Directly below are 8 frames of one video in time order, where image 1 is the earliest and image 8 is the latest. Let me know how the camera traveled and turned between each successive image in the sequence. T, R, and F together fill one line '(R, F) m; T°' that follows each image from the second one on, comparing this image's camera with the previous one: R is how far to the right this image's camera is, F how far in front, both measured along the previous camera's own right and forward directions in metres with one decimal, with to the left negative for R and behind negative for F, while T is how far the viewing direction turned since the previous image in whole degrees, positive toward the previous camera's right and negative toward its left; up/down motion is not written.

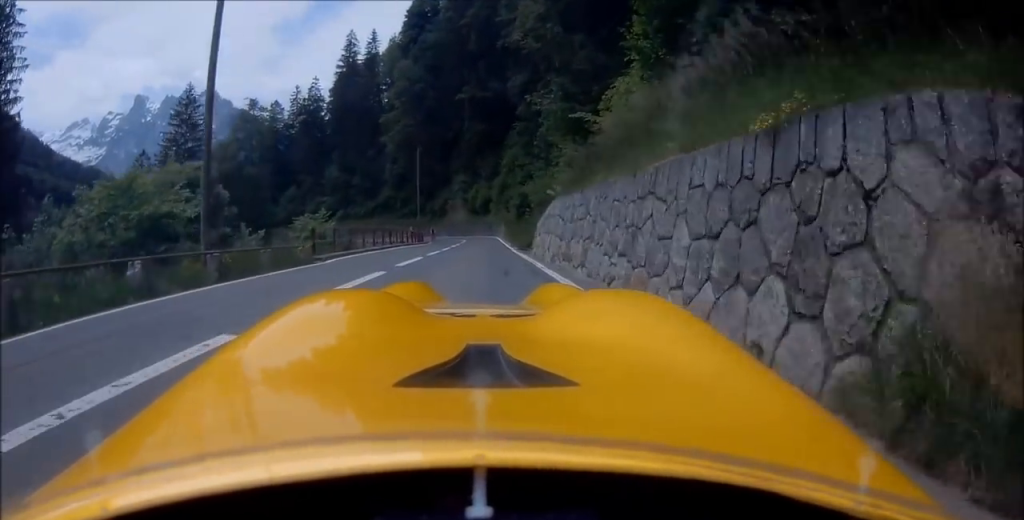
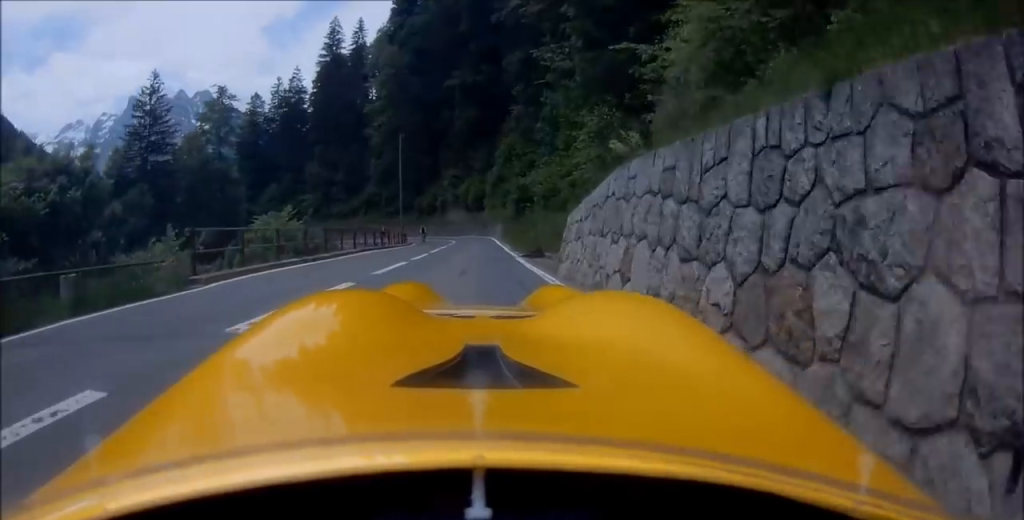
(-0.2, +7.4) m; -1°
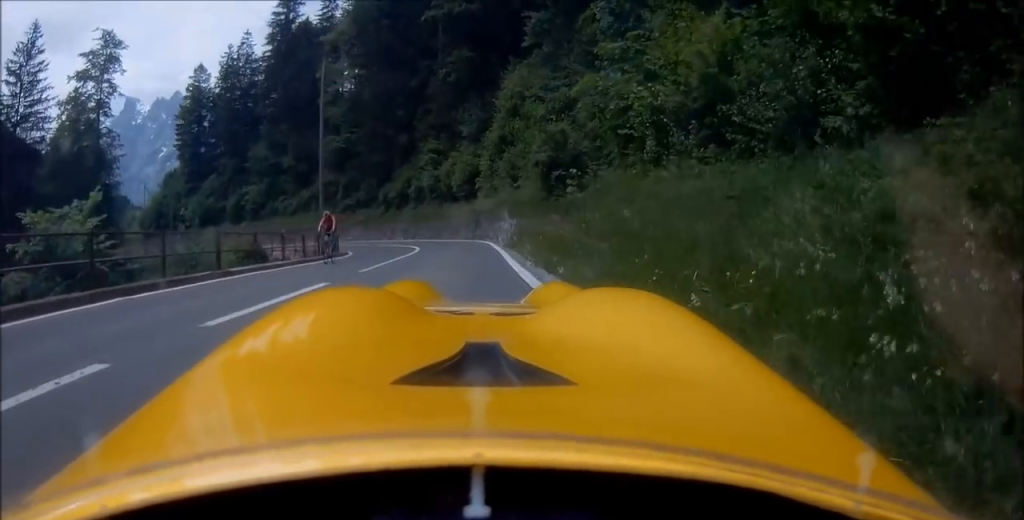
(-0.2, +22.3) m; -2°
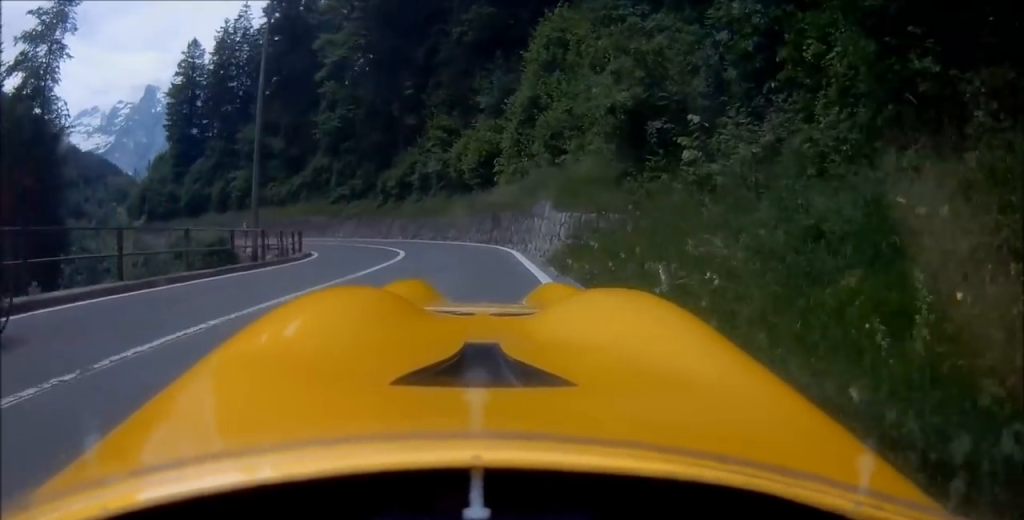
(+0.2, +9.3) m; -4°
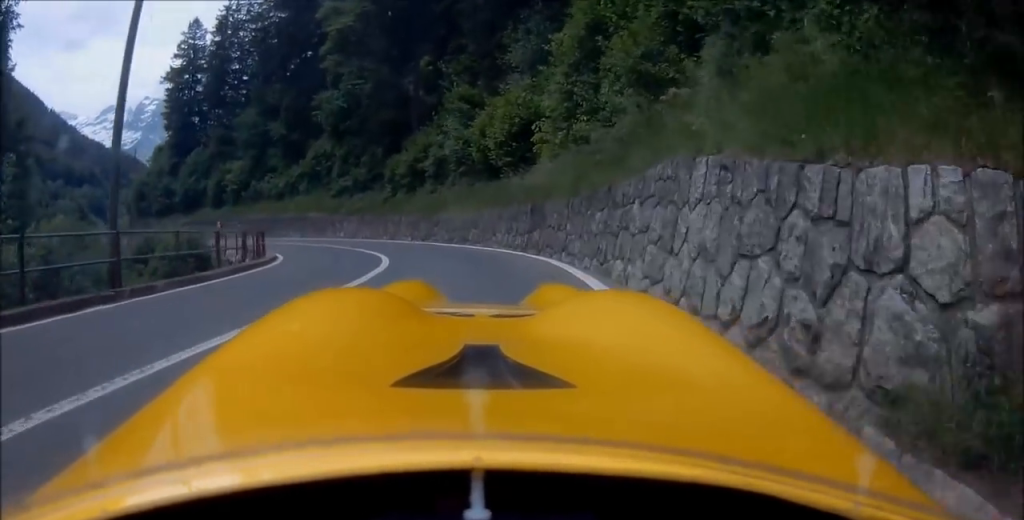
(-0.5, +8.0) m; -5°
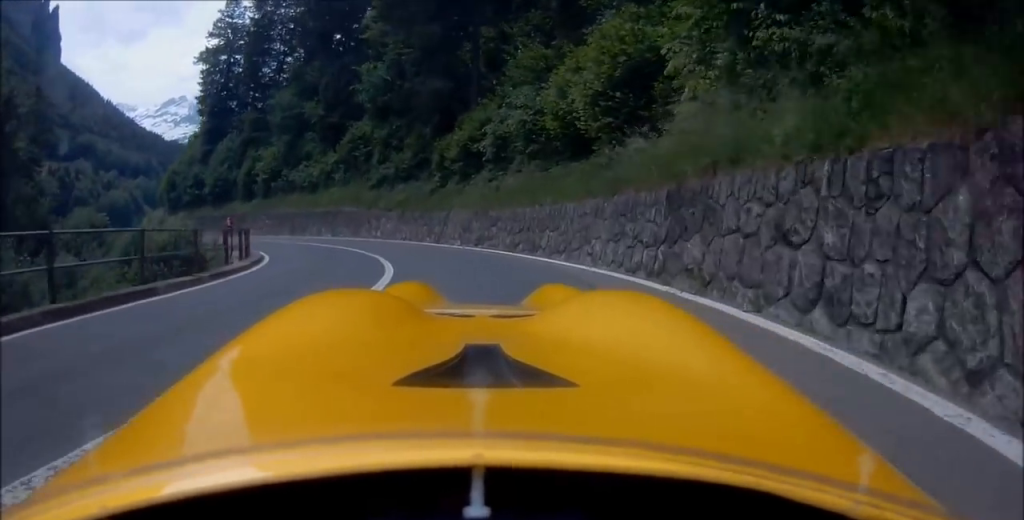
(-0.1, +7.8) m; -5°
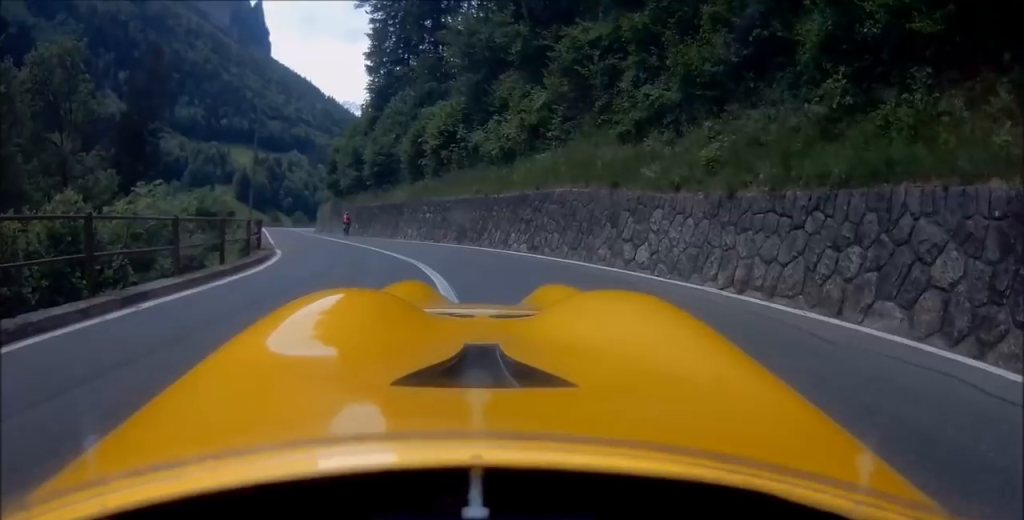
(-2.7, +20.0) m; -13°
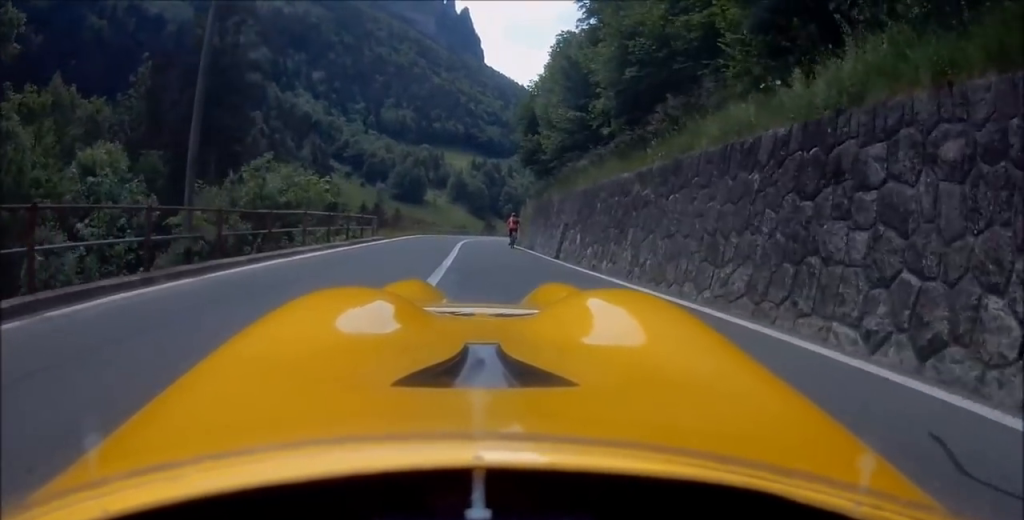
(-2.2, +24.6) m; -9°
